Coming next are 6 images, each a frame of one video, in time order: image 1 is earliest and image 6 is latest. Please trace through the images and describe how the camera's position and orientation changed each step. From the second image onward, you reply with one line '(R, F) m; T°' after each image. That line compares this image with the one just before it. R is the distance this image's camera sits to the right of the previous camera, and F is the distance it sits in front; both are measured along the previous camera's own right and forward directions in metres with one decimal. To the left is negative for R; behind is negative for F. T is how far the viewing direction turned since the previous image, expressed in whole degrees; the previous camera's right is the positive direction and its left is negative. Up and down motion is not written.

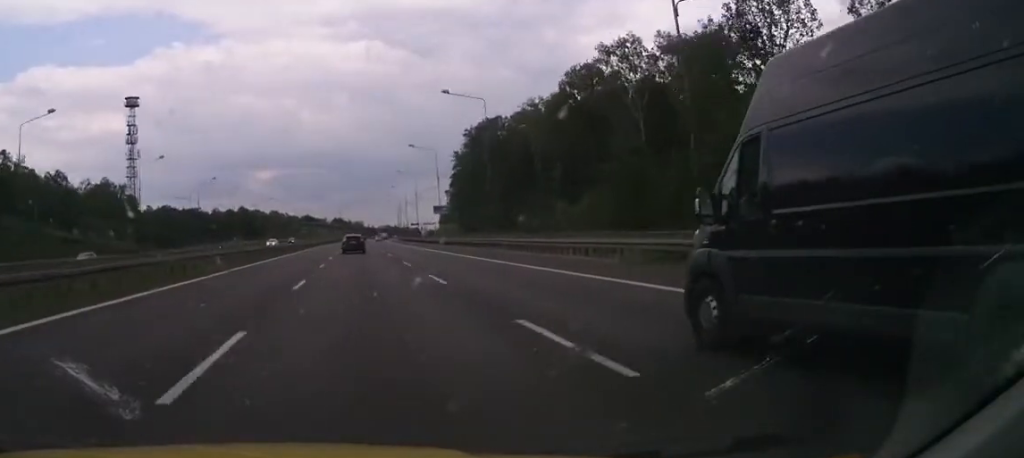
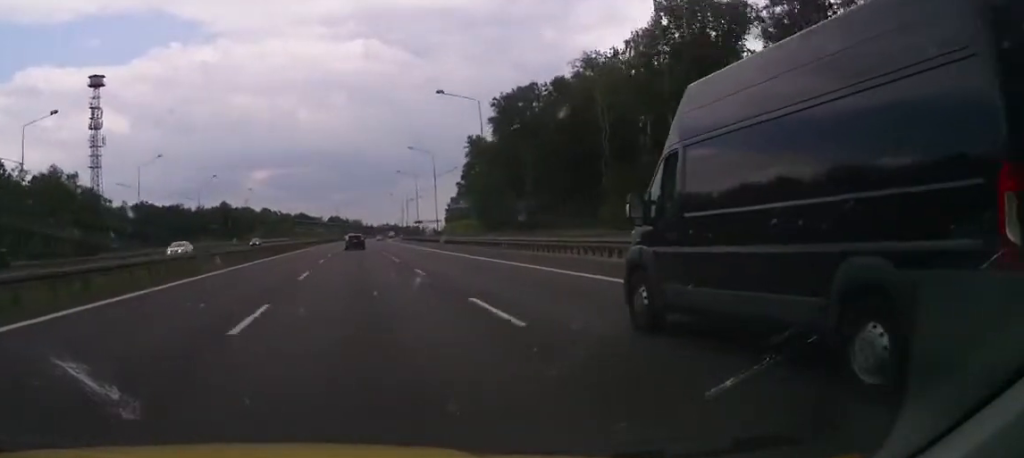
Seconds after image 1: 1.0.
(+0.1, +31.9) m; 0°
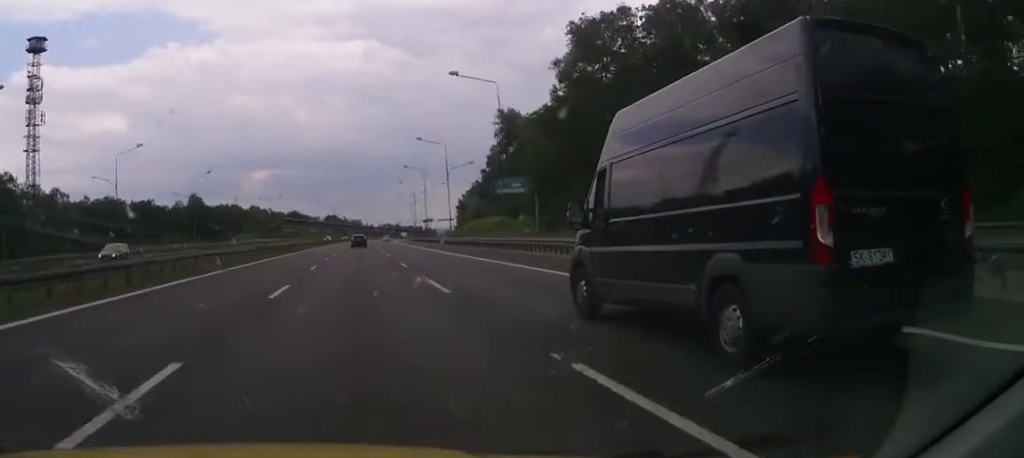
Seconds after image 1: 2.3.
(+0.1, +41.6) m; 0°
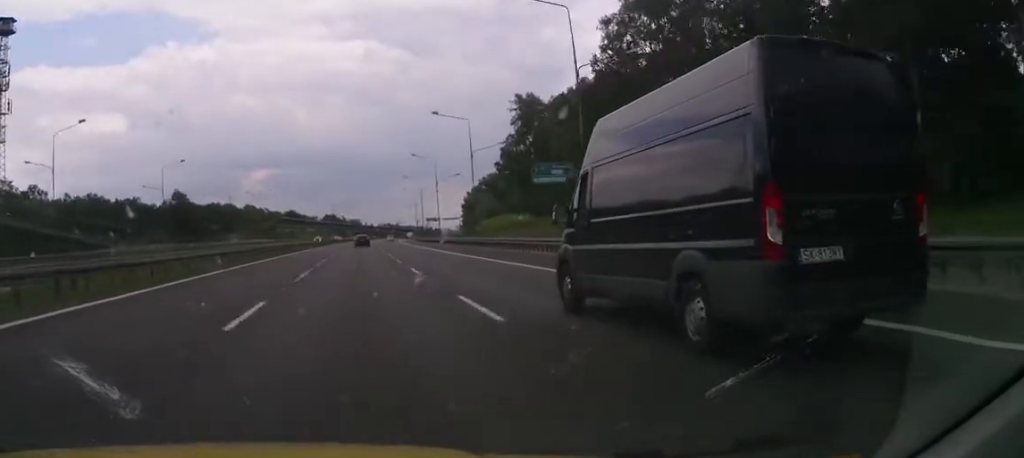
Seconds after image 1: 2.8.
(0.0, +17.2) m; 0°
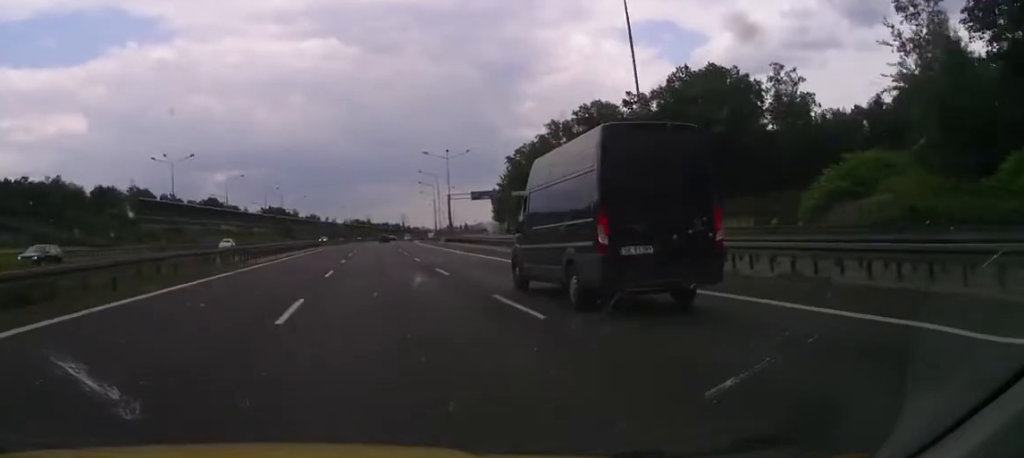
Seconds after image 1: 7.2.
(+2.1, +142.1) m; +2°
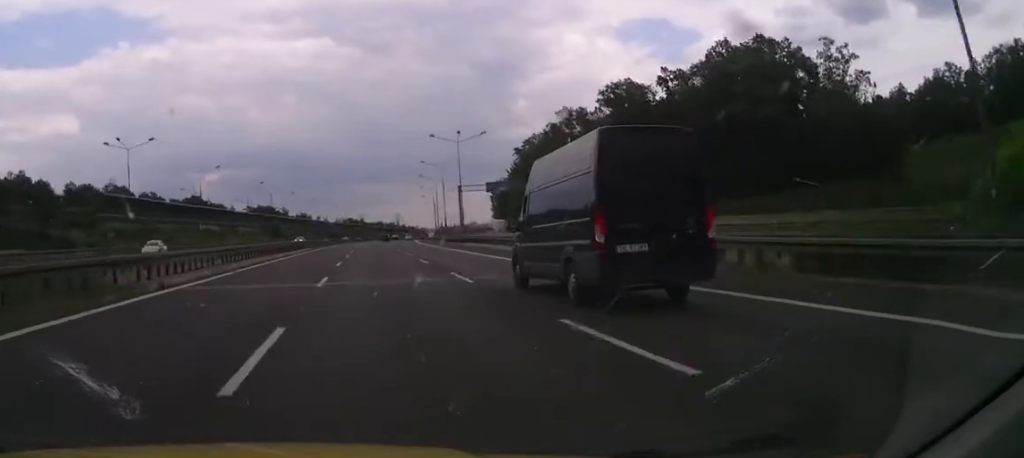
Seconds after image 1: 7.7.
(0.0, +16.5) m; 0°
